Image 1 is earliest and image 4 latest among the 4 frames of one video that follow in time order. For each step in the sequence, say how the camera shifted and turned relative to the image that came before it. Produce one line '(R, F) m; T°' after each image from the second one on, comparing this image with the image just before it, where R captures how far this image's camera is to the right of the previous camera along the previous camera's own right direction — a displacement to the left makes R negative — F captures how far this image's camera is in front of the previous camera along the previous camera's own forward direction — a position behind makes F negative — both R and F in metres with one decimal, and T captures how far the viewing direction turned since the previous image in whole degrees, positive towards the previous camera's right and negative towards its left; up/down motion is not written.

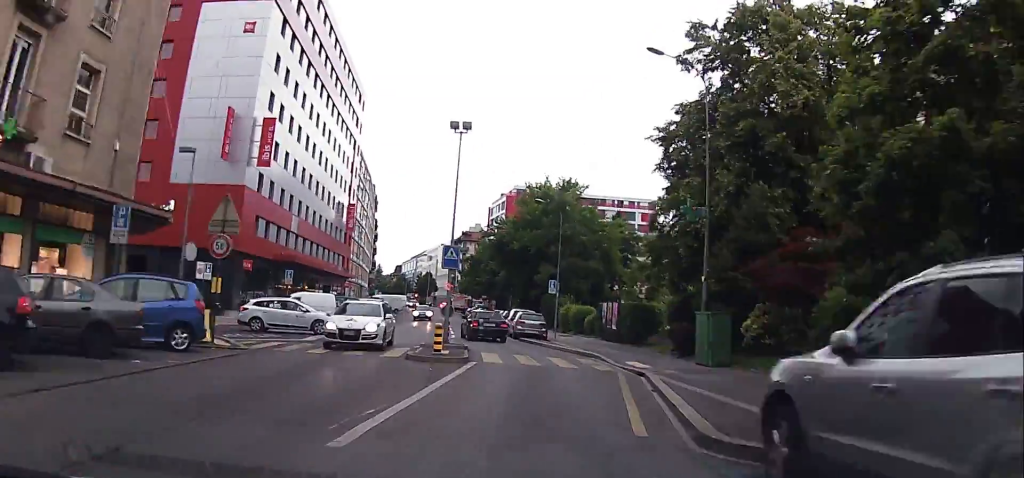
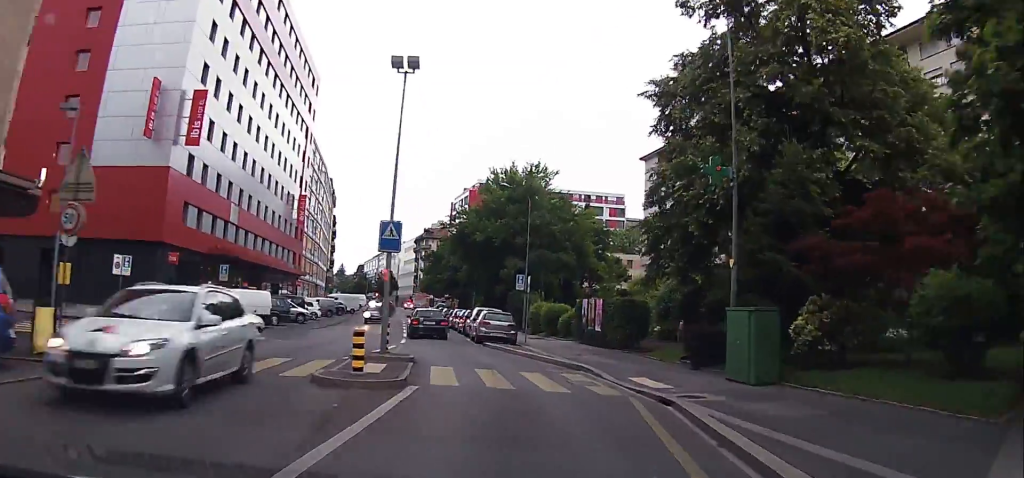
(0.0, +5.7) m; 0°
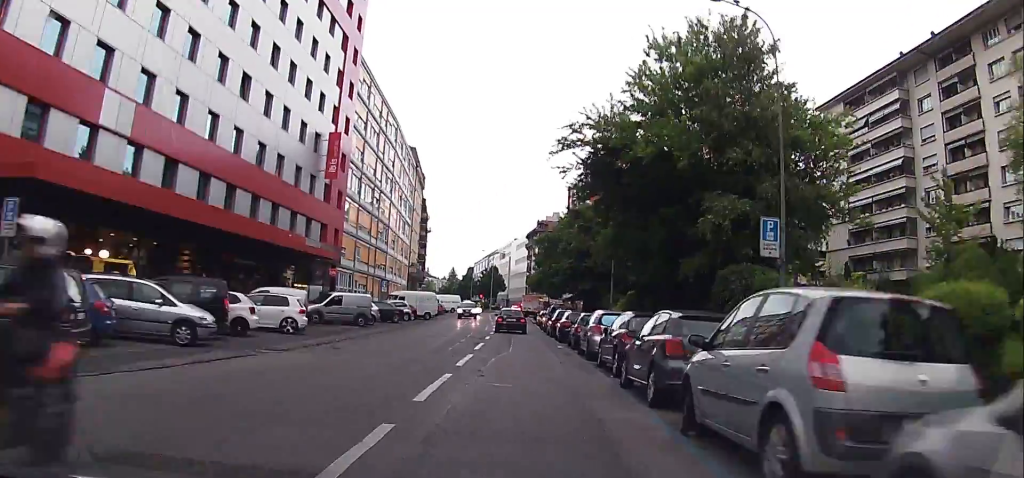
(-1.0, +28.2) m; -5°
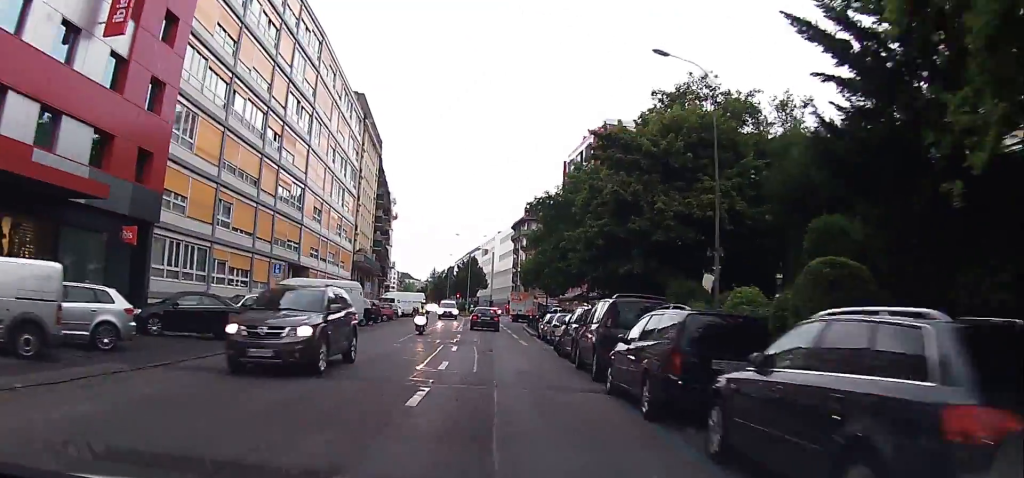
(-0.1, +26.3) m; 0°
